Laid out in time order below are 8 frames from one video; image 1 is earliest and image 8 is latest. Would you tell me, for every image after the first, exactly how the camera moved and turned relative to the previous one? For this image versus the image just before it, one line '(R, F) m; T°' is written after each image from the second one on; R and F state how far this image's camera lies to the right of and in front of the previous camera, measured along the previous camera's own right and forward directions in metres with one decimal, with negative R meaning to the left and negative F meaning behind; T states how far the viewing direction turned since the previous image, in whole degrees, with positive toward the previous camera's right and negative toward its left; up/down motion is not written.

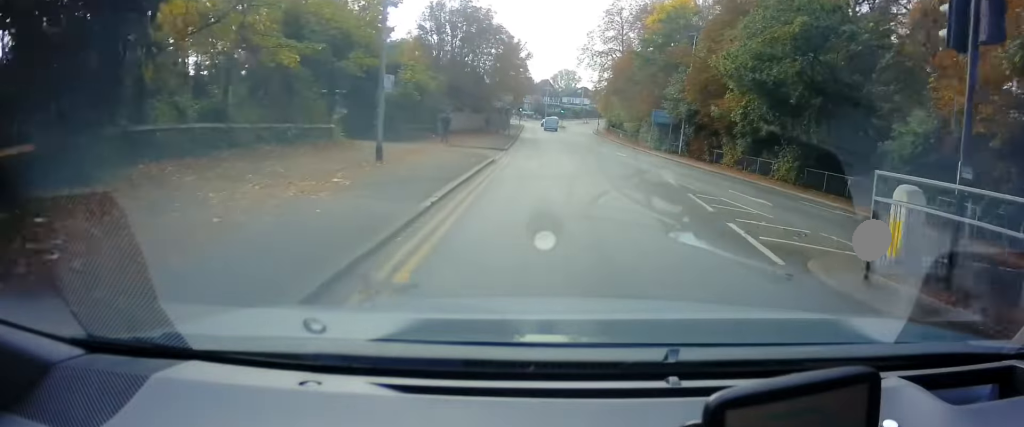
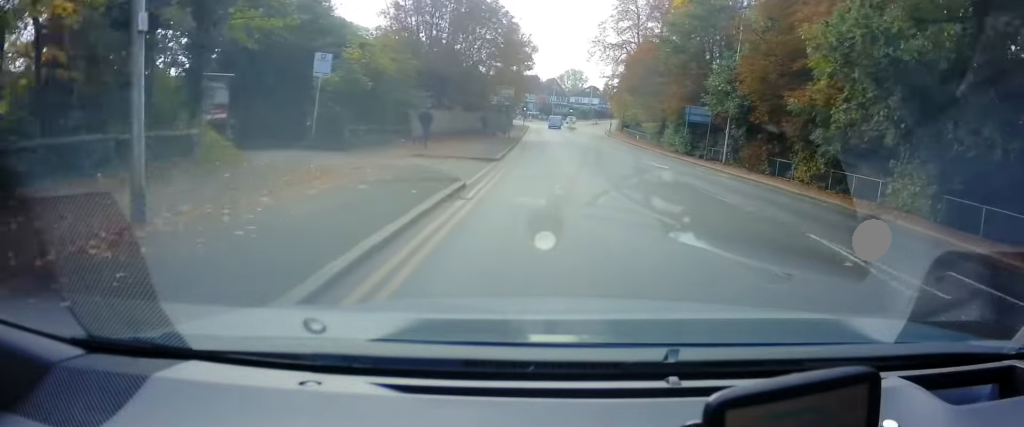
(0.0, +9.9) m; 0°
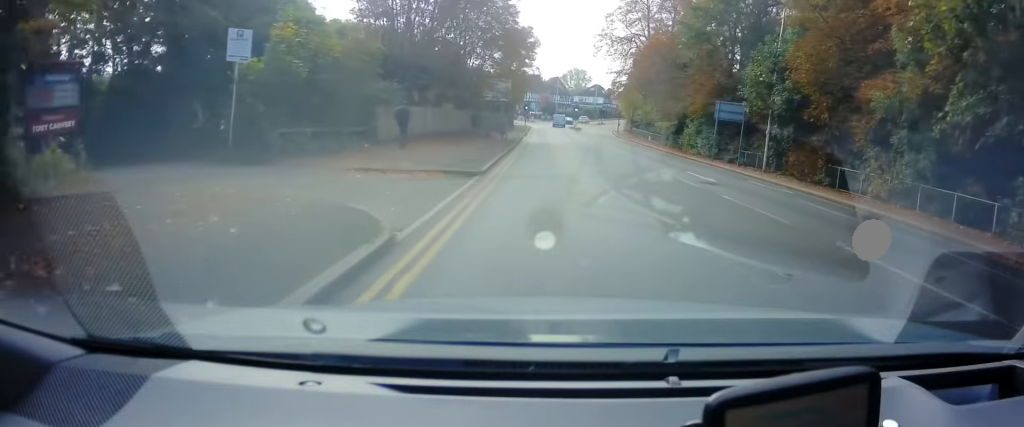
(0.0, +6.3) m; 0°
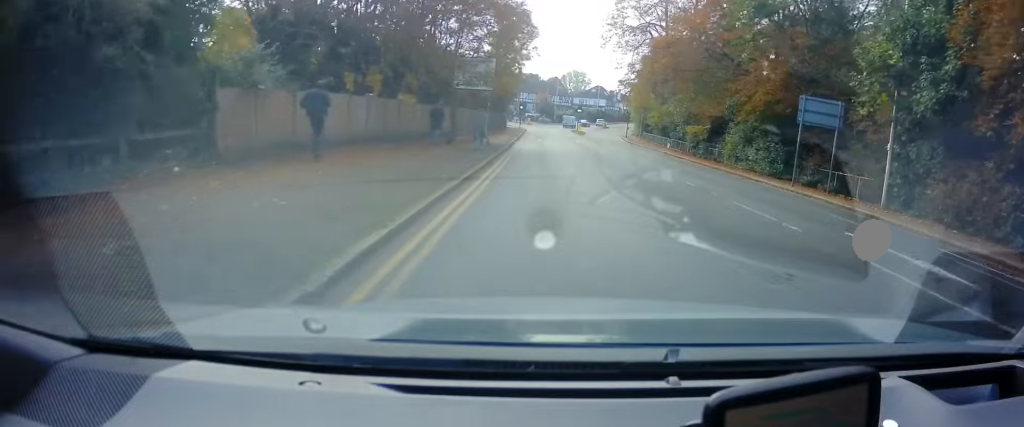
(-0.2, +11.9) m; -2°
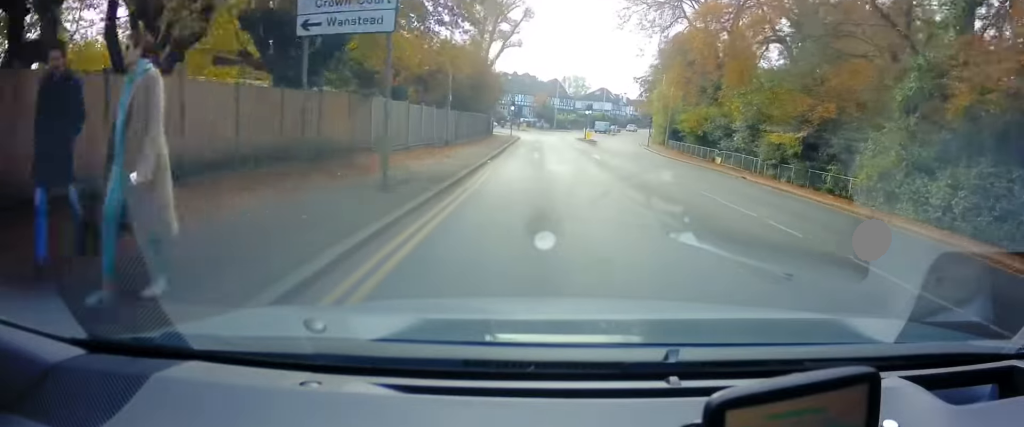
(+0.2, +17.7) m; +1°
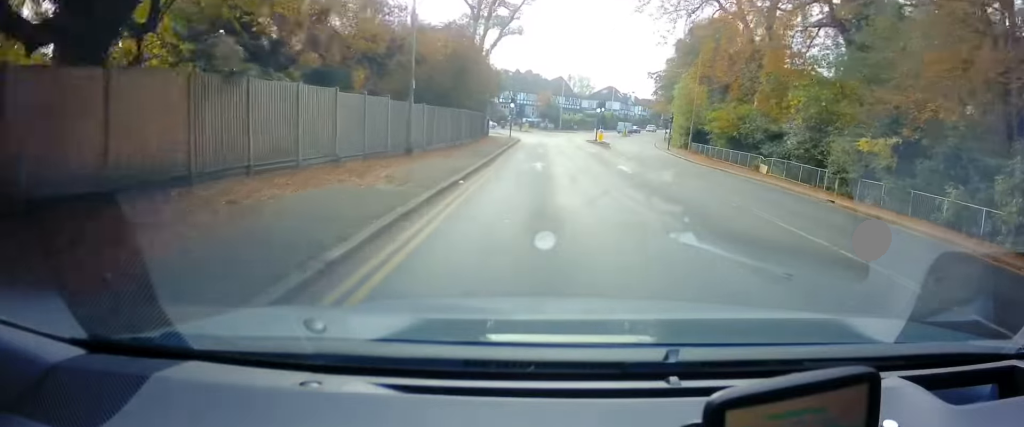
(0.0, +8.0) m; -2°
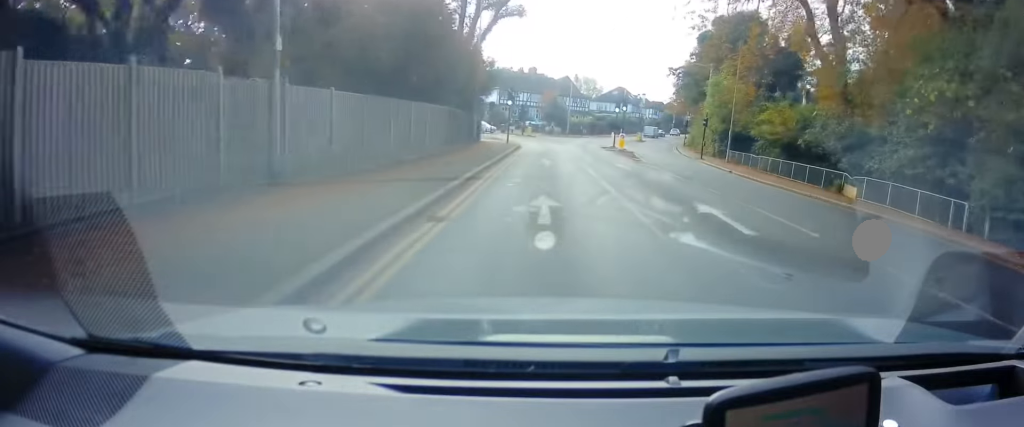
(-0.2, +9.5) m; 0°
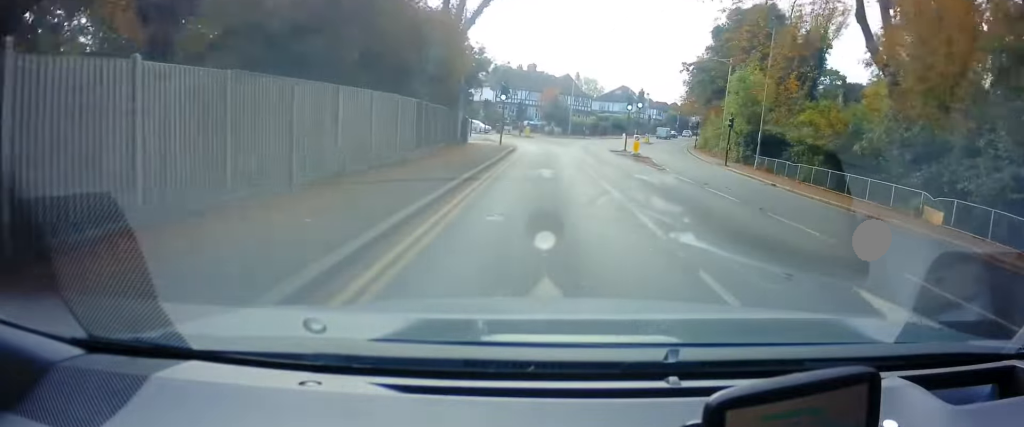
(+0.2, +6.0) m; 0°
